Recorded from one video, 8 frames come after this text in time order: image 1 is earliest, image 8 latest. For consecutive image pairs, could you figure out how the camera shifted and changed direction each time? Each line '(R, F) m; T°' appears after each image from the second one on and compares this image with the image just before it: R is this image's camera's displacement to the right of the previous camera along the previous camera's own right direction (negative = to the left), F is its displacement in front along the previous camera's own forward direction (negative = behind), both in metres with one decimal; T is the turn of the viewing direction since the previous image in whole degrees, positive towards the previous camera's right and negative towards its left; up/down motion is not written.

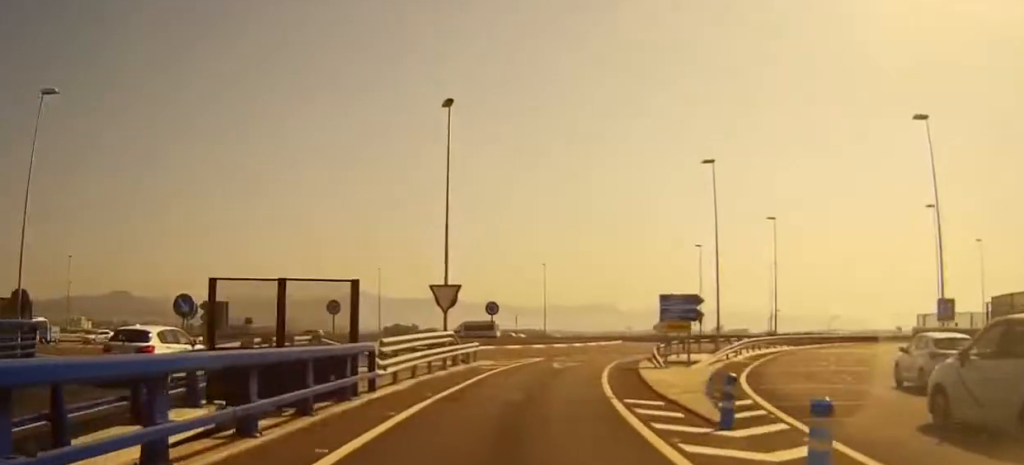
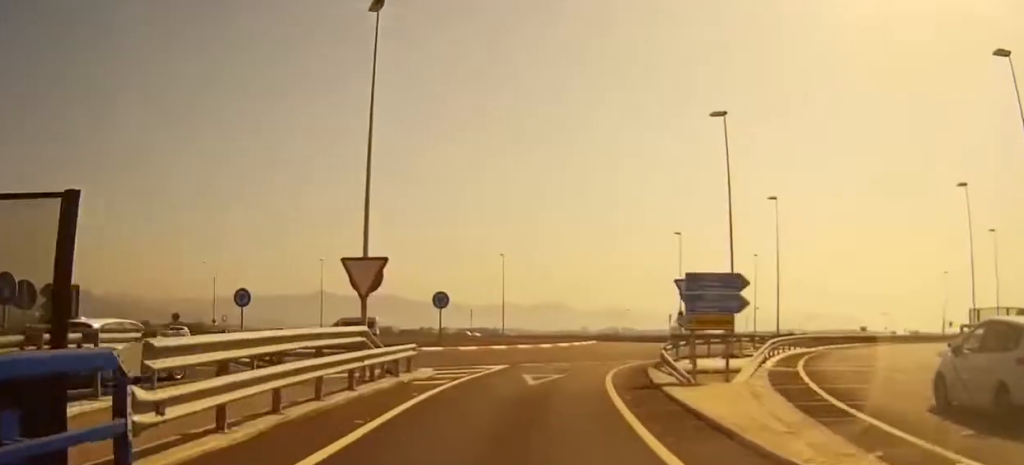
(+0.3, +9.0) m; +3°
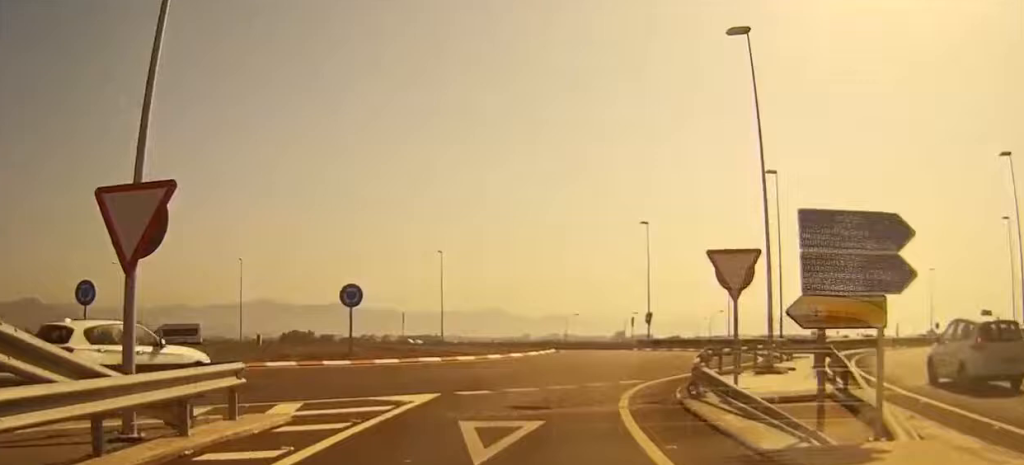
(+0.4, +9.2) m; +5°
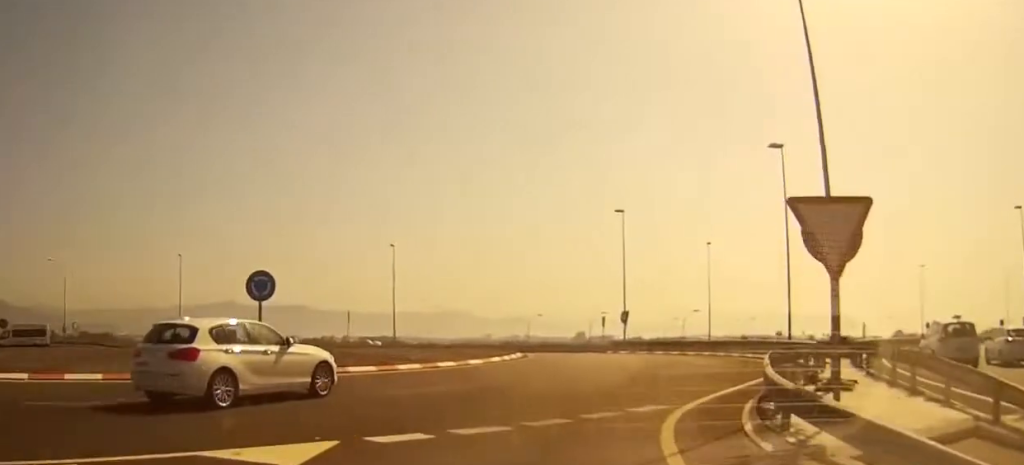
(+0.3, +6.4) m; +3°
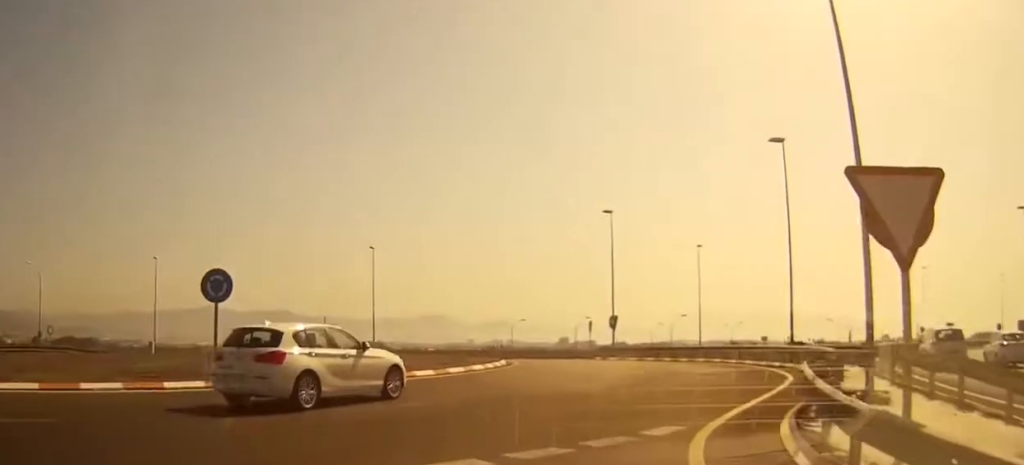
(0.0, +2.5) m; 0°
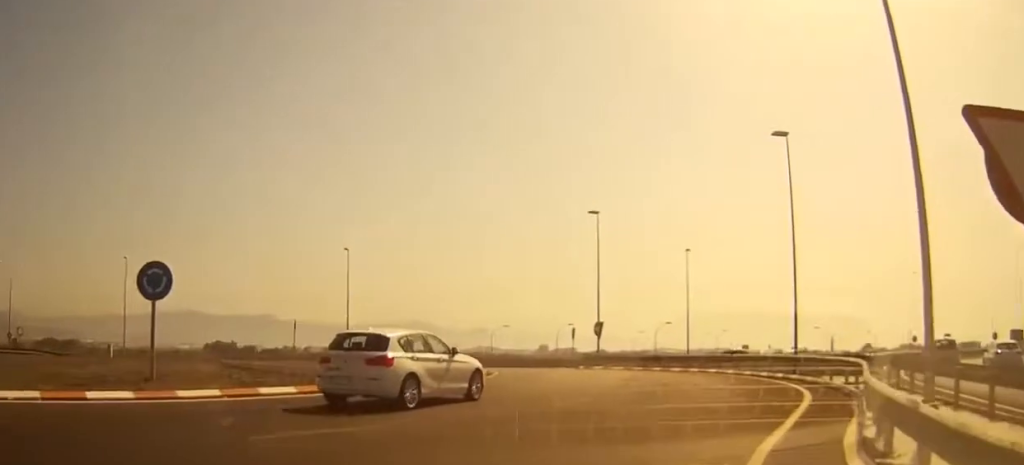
(0.0, +3.2) m; +1°
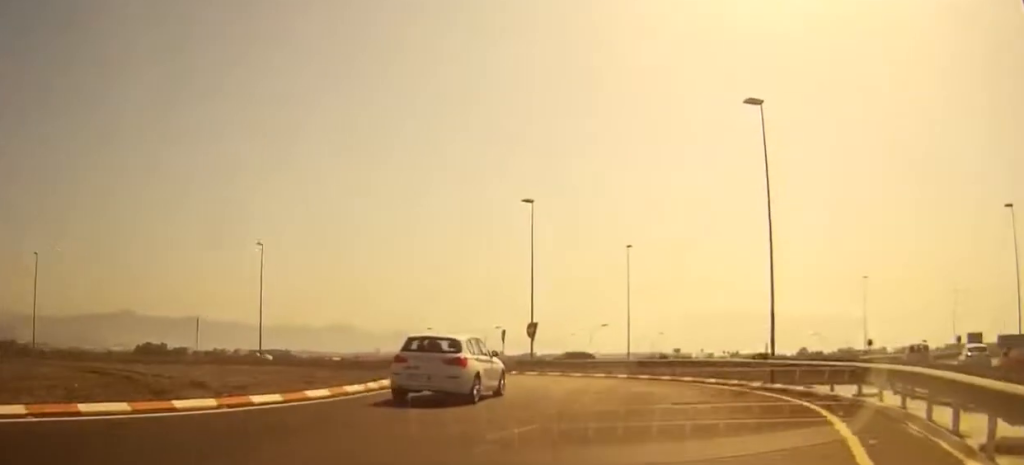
(0.0, +5.5) m; +3°
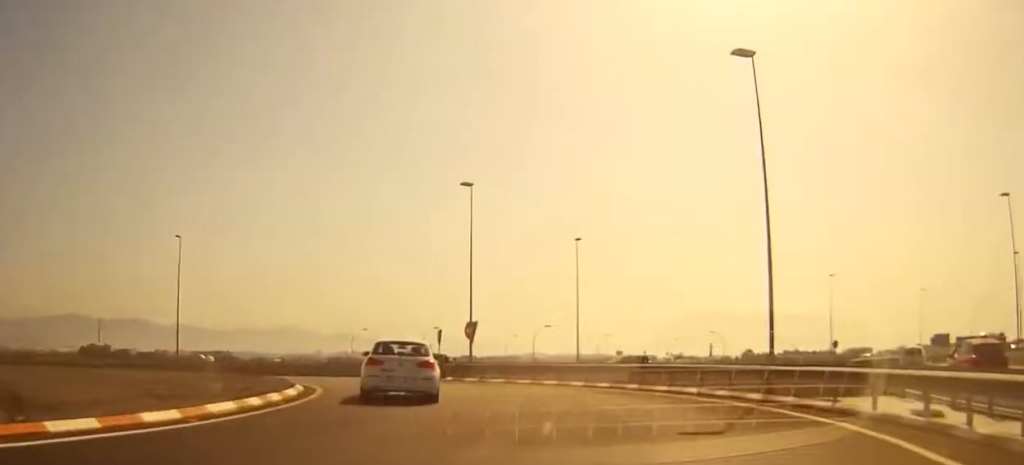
(+0.3, +5.8) m; +2°
